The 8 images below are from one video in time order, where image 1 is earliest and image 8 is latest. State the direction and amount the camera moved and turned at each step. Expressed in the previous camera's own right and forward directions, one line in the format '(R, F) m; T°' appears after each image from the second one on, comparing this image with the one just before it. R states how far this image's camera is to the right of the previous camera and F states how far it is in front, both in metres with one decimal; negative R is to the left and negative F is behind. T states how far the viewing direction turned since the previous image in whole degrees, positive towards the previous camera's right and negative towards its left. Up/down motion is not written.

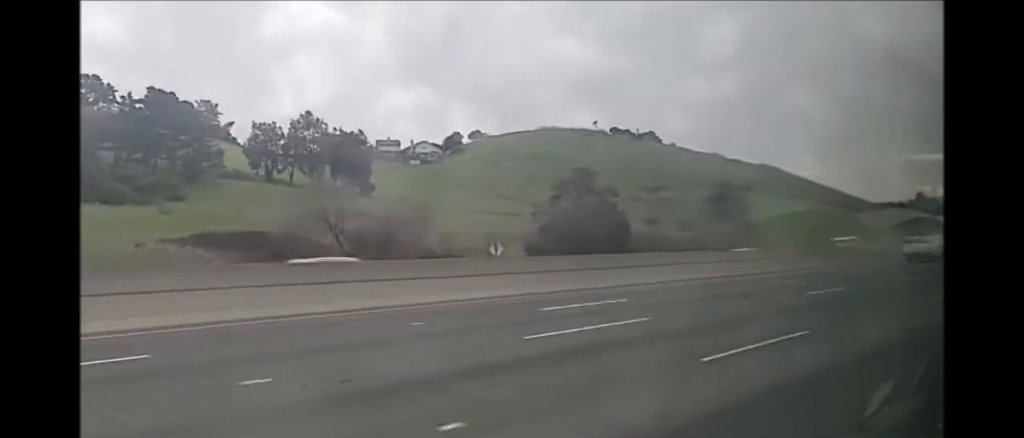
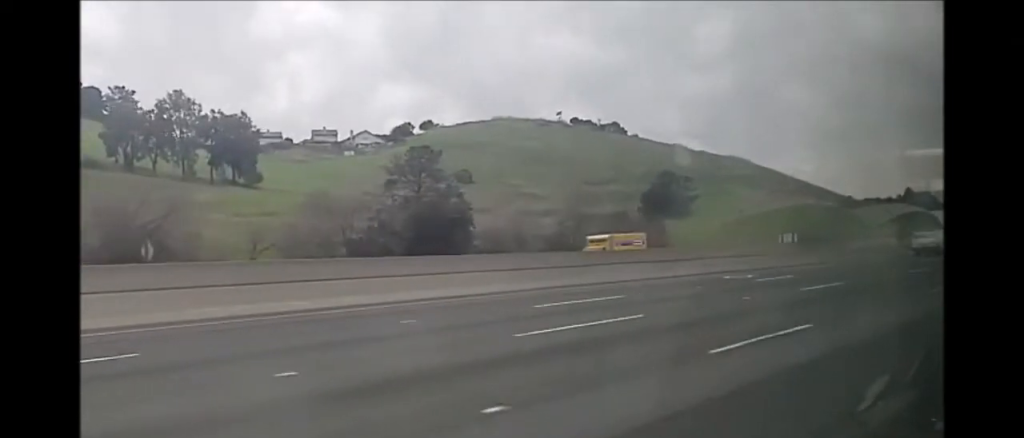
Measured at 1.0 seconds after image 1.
(+0.5, +29.7) m; 0°
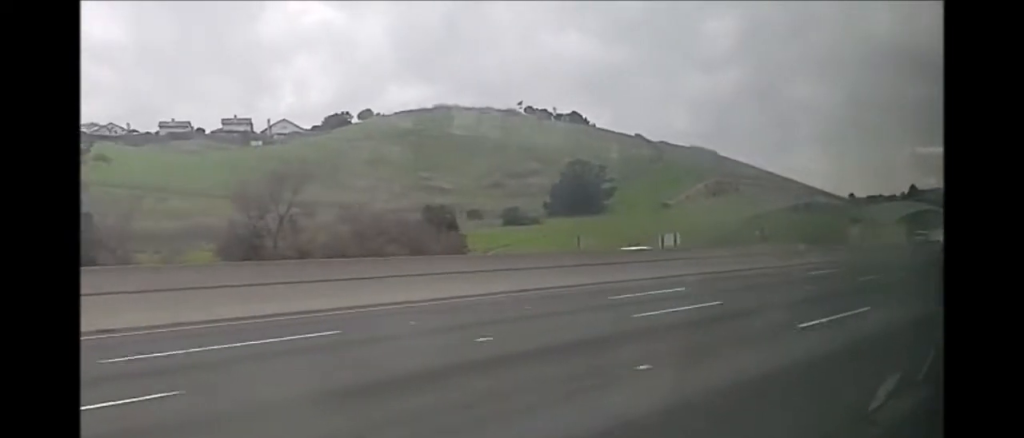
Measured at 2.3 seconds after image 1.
(-0.7, +39.7) m; -1°
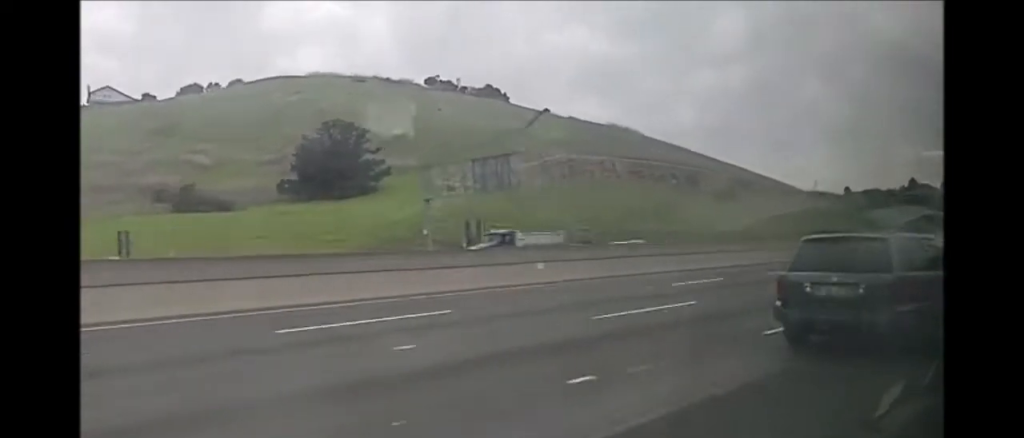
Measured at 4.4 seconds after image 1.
(+0.5, +62.2) m; +1°
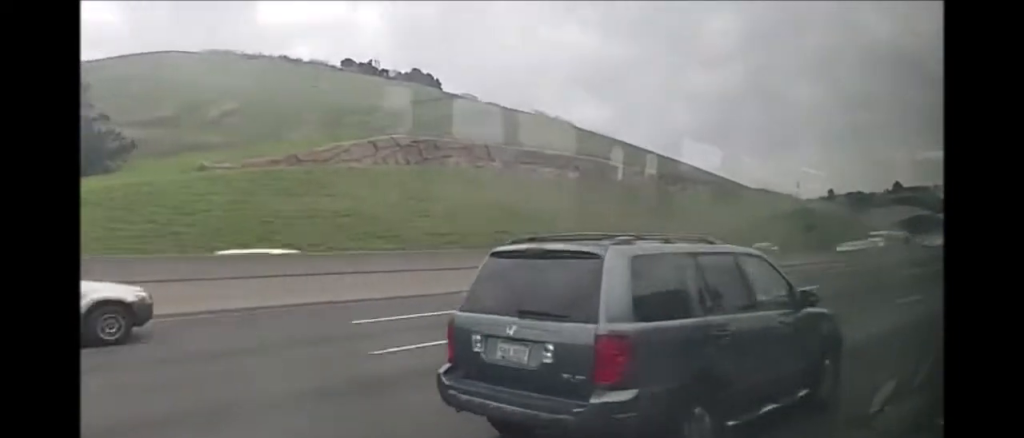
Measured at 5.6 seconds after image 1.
(-0.1, +34.3) m; -1°
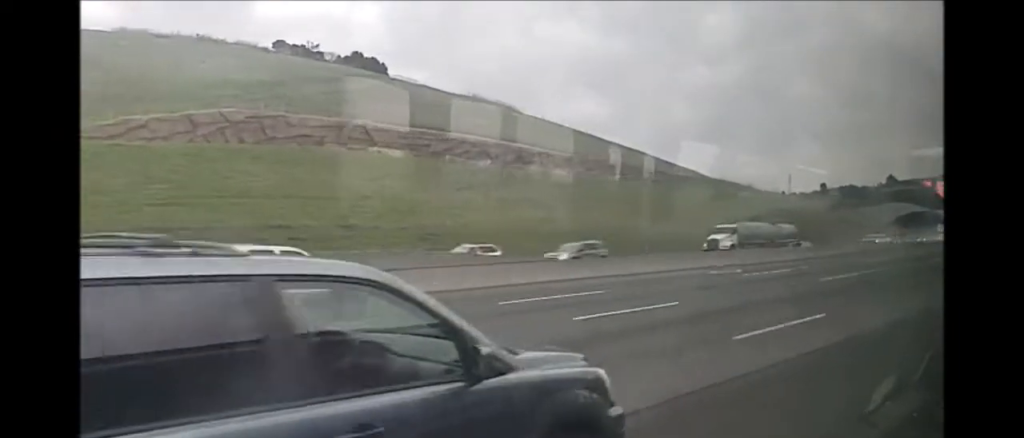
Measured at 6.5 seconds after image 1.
(-0.1, +25.3) m; 0°
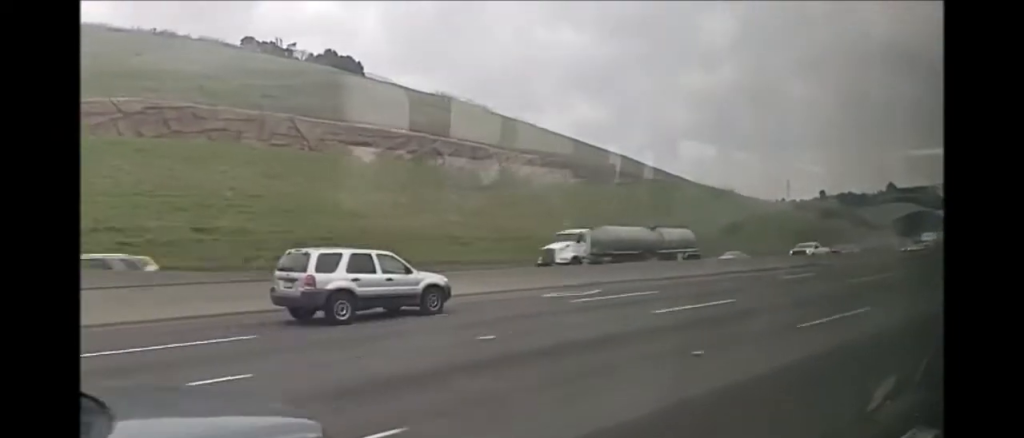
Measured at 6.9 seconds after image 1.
(0.0, +11.7) m; 0°
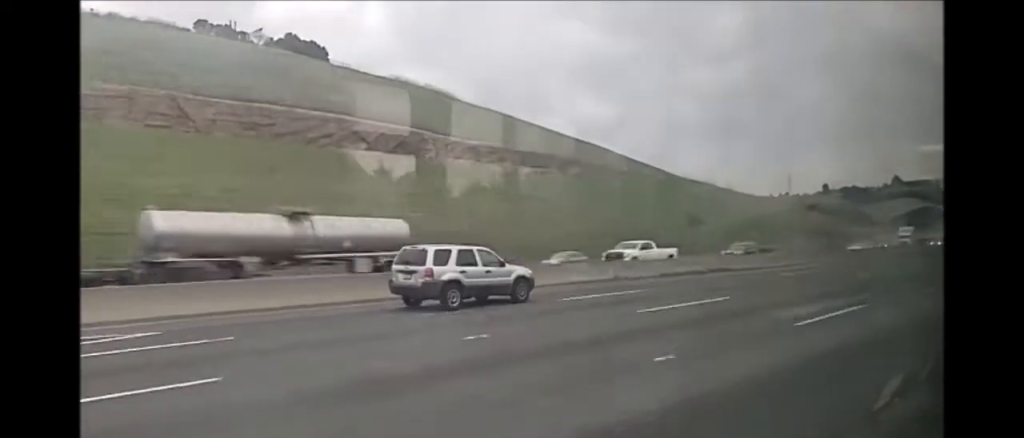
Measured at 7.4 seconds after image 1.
(0.0, +14.4) m; 0°
